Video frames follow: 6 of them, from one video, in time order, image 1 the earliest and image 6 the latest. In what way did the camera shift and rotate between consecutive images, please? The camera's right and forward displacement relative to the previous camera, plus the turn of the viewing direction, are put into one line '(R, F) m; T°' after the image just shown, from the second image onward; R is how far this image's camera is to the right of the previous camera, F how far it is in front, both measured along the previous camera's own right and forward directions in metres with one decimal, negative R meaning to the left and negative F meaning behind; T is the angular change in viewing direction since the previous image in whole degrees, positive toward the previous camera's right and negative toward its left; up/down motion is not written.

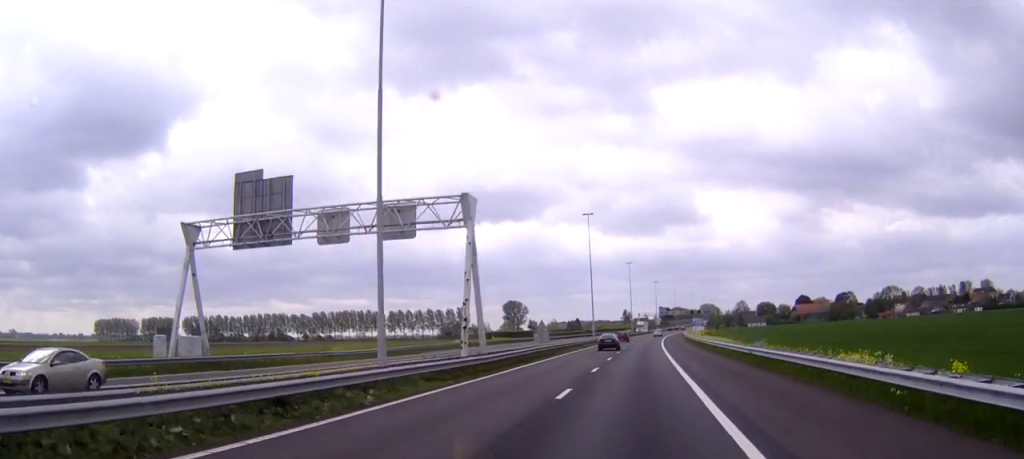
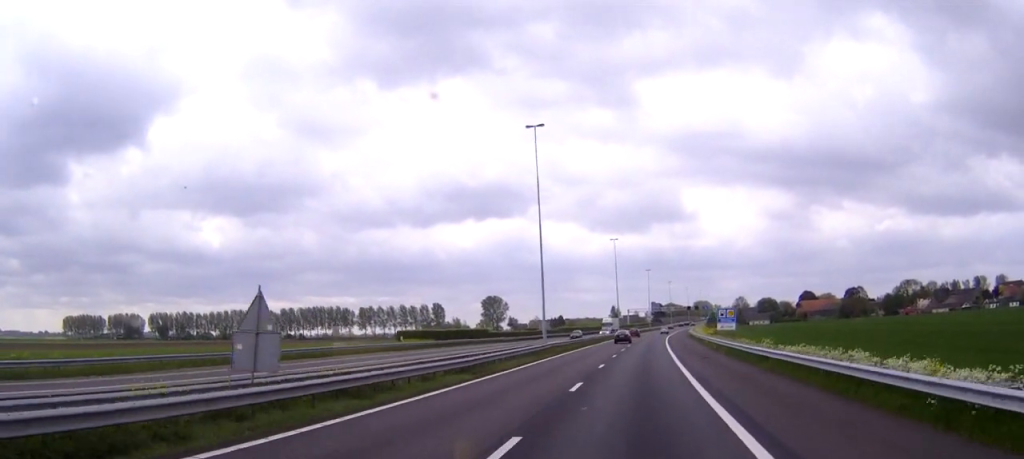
(+0.1, +45.5) m; 0°
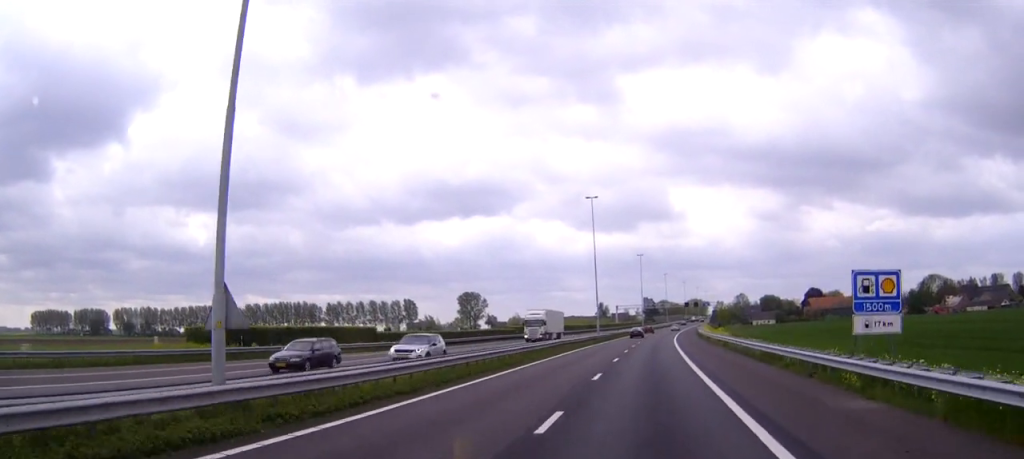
(+0.3, +44.4) m; +1°
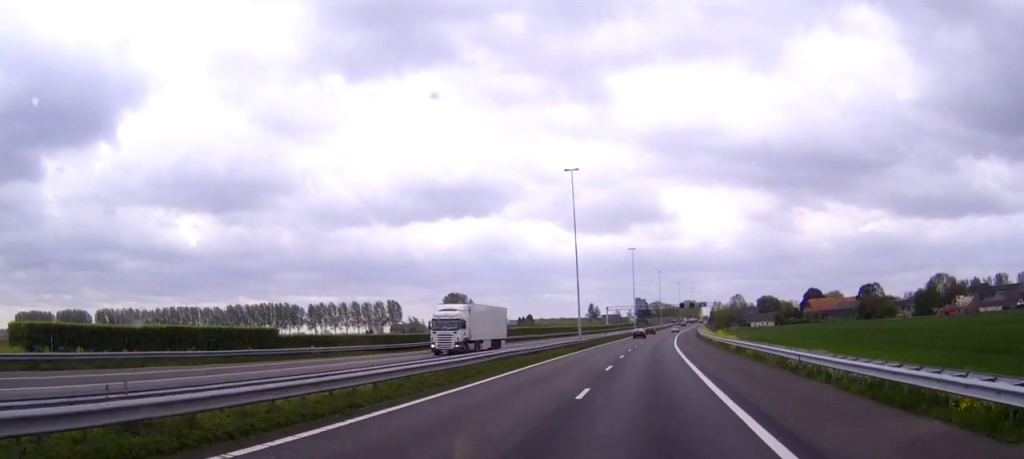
(+0.1, +17.7) m; +1°
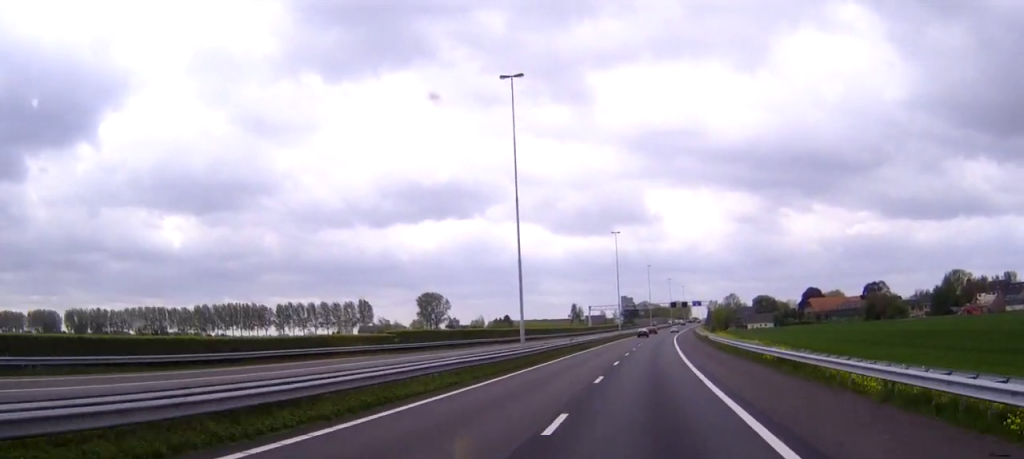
(+0.3, +30.0) m; +1°
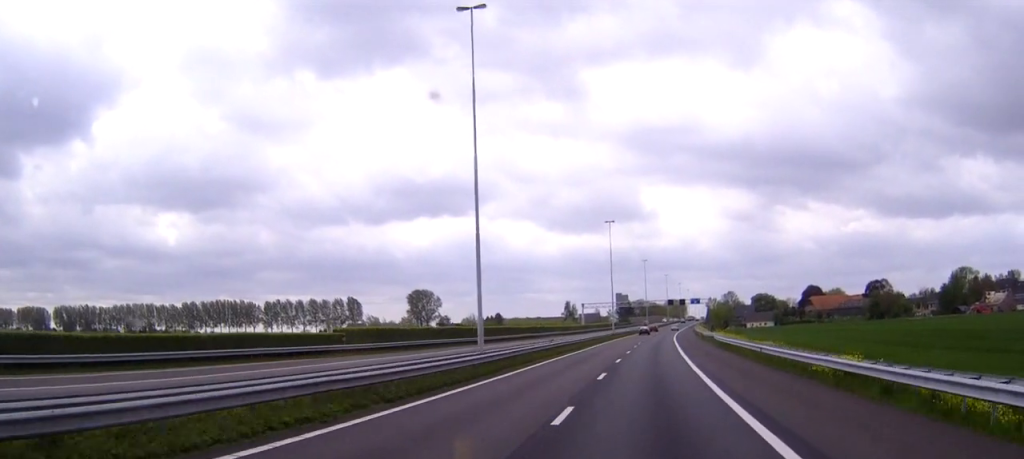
(0.0, +10.7) m; 0°
